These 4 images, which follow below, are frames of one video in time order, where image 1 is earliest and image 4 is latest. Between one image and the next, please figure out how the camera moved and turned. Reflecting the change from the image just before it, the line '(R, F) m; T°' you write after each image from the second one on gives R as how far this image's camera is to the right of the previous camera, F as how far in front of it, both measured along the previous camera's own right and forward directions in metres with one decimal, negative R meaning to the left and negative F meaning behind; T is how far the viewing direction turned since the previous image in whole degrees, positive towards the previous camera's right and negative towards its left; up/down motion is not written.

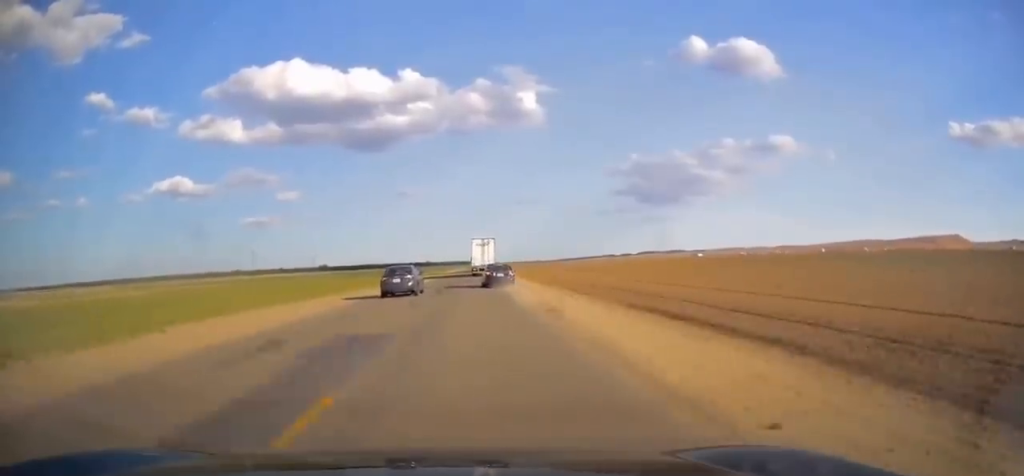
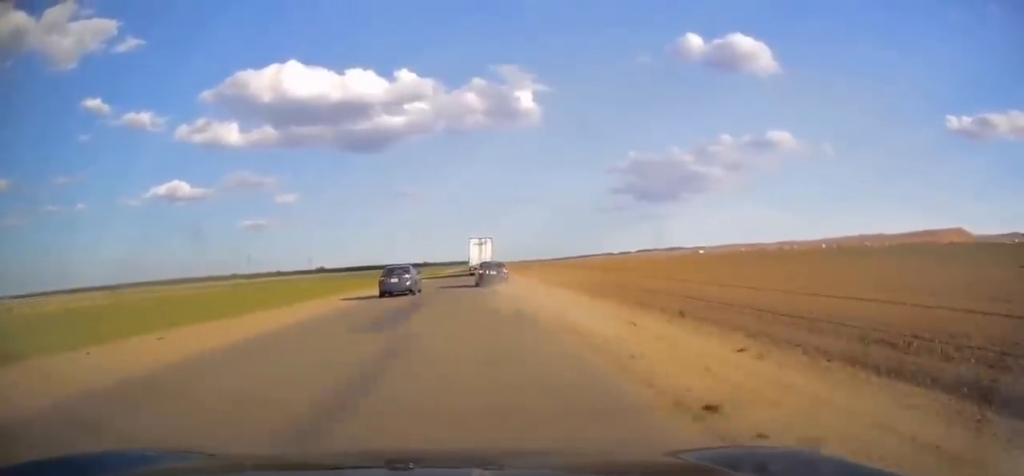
(-0.3, +16.5) m; 0°
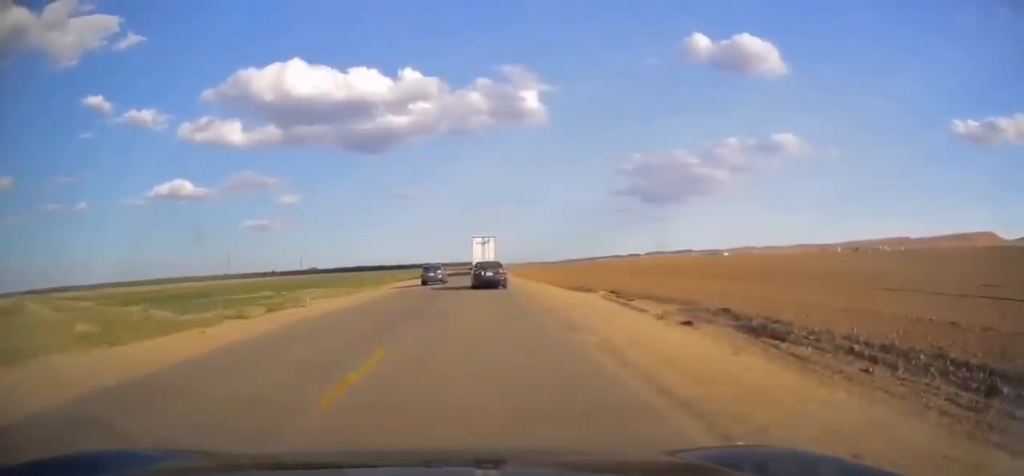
(+0.1, +97.6) m; 0°
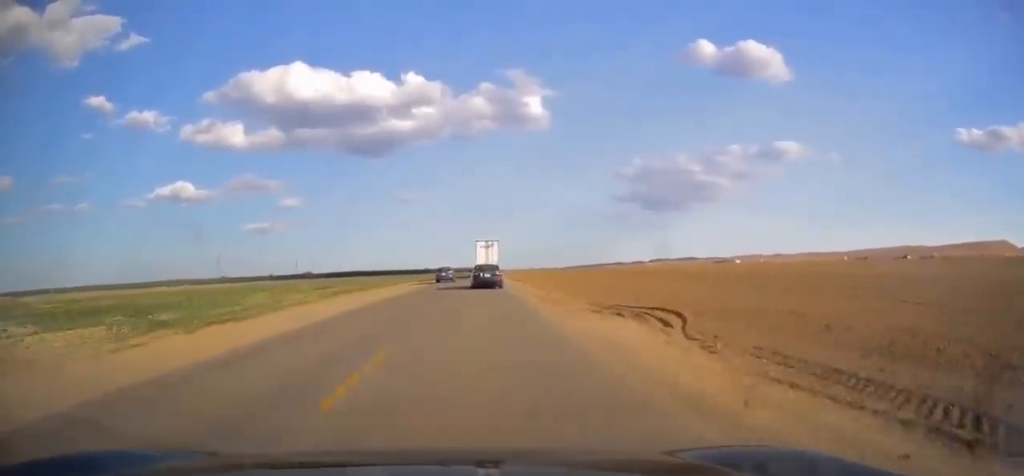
(+0.7, +44.4) m; 0°
